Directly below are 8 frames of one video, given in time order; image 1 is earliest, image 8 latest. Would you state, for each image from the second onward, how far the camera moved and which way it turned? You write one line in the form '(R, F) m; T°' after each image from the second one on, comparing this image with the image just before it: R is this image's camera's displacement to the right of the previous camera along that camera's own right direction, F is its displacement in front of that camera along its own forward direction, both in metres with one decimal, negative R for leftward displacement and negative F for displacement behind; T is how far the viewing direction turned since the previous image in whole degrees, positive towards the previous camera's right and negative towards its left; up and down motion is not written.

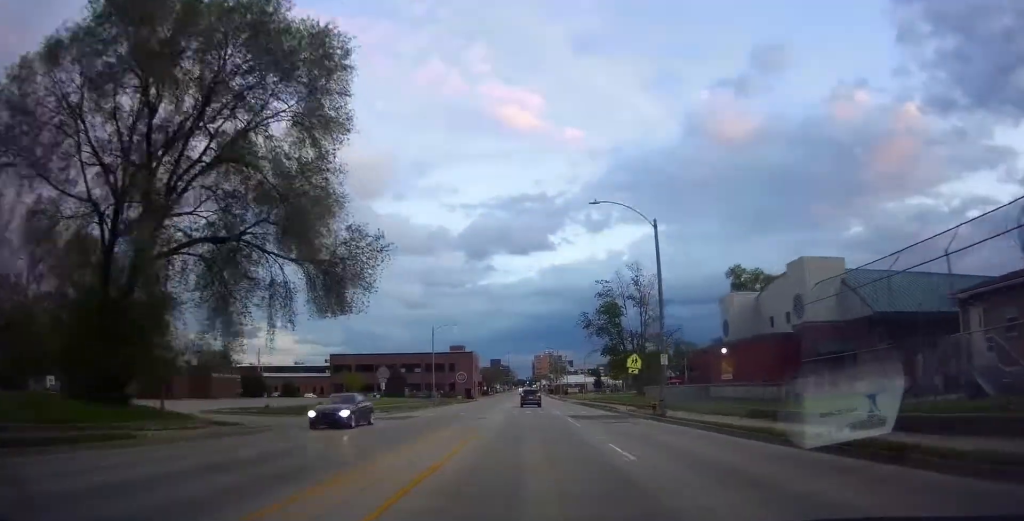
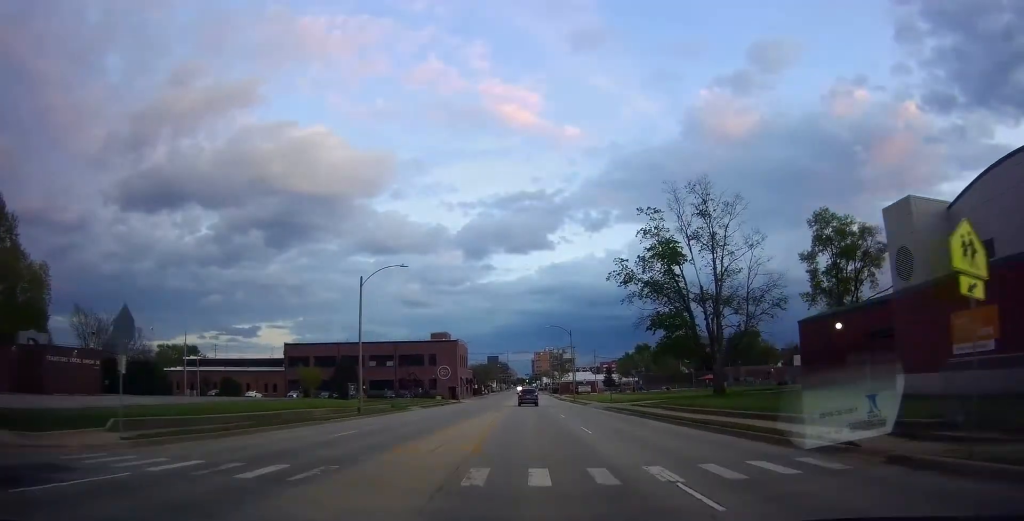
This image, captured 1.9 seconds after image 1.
(0.0, +29.3) m; 0°
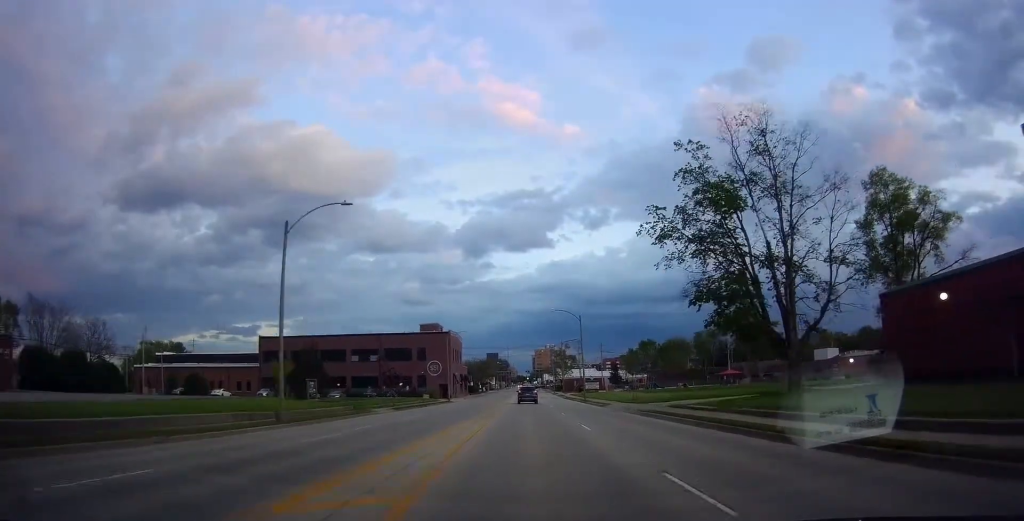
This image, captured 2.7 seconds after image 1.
(0.0, +12.8) m; 0°
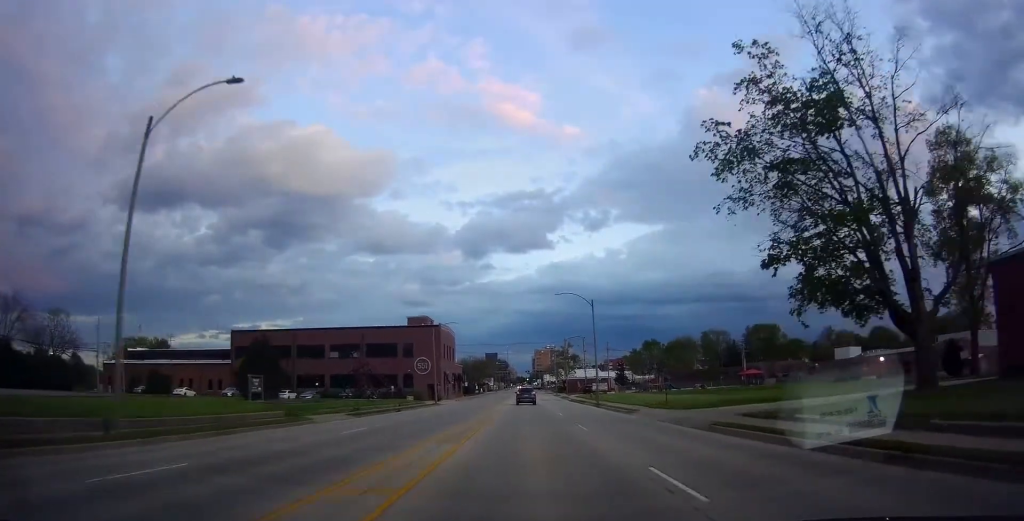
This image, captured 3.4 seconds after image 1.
(0.0, +11.3) m; 0°
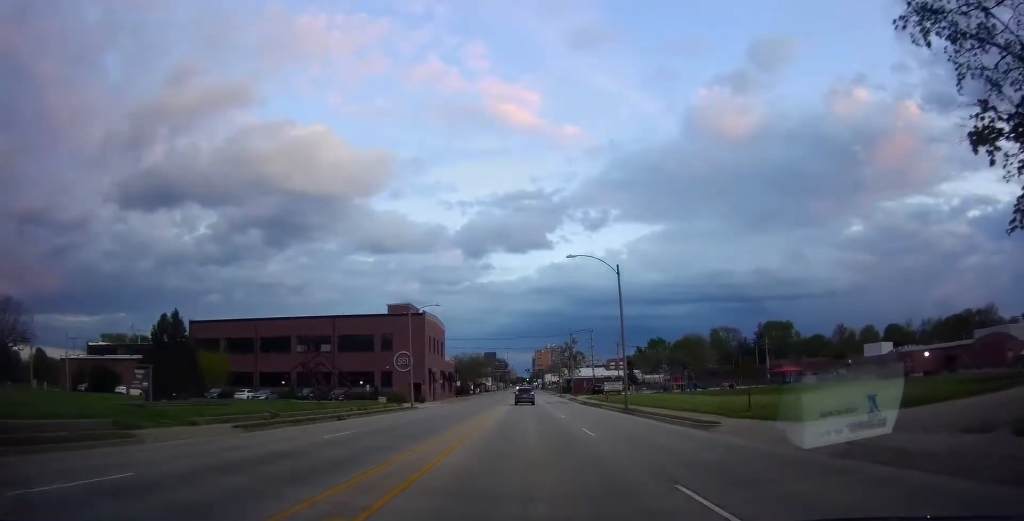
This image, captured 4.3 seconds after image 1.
(0.0, +14.6) m; 0°
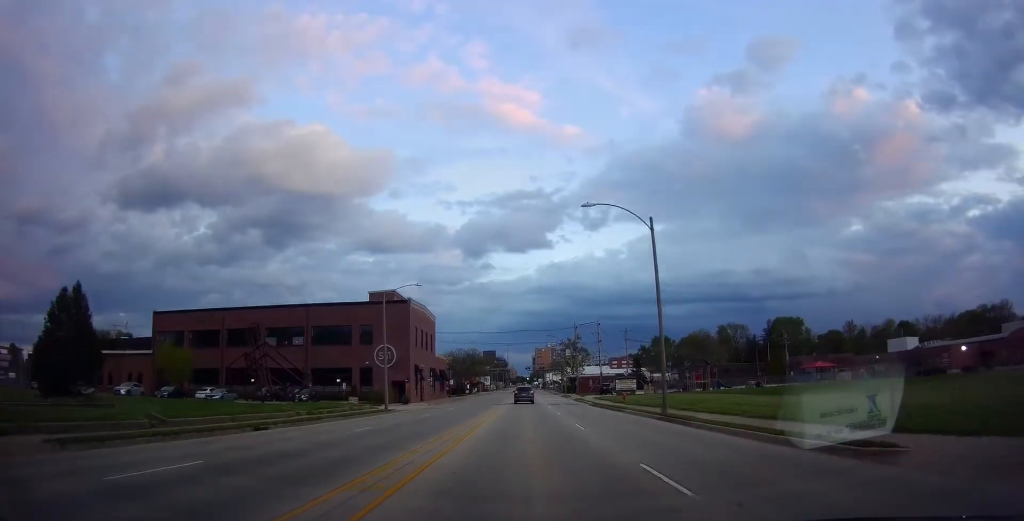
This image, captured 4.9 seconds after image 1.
(0.0, +10.2) m; 0°
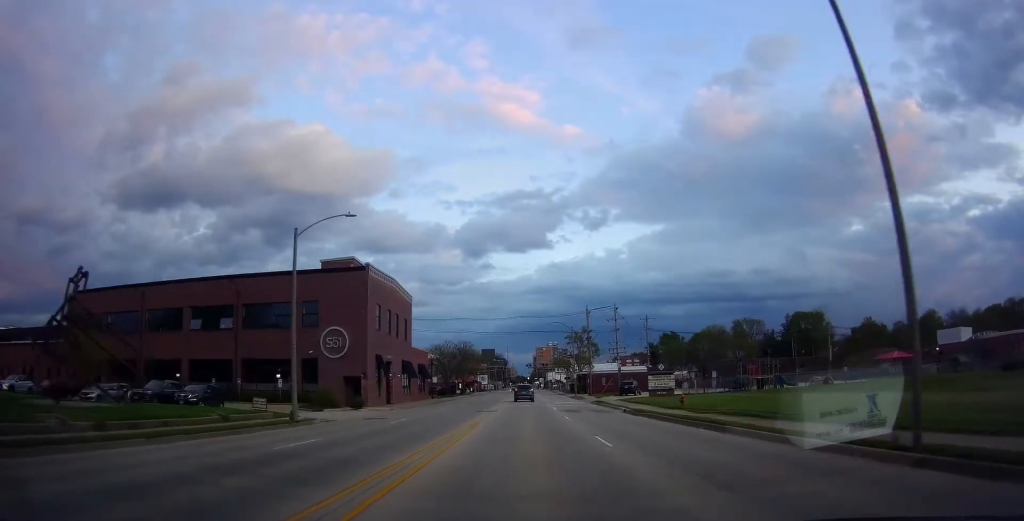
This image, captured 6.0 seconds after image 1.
(0.0, +17.7) m; 0°
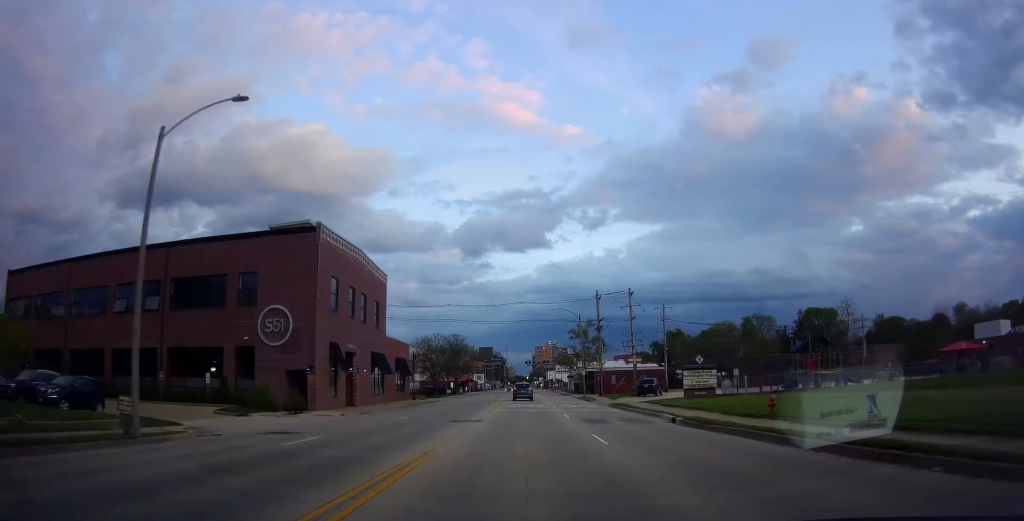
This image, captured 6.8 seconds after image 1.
(0.0, +12.3) m; 0°
